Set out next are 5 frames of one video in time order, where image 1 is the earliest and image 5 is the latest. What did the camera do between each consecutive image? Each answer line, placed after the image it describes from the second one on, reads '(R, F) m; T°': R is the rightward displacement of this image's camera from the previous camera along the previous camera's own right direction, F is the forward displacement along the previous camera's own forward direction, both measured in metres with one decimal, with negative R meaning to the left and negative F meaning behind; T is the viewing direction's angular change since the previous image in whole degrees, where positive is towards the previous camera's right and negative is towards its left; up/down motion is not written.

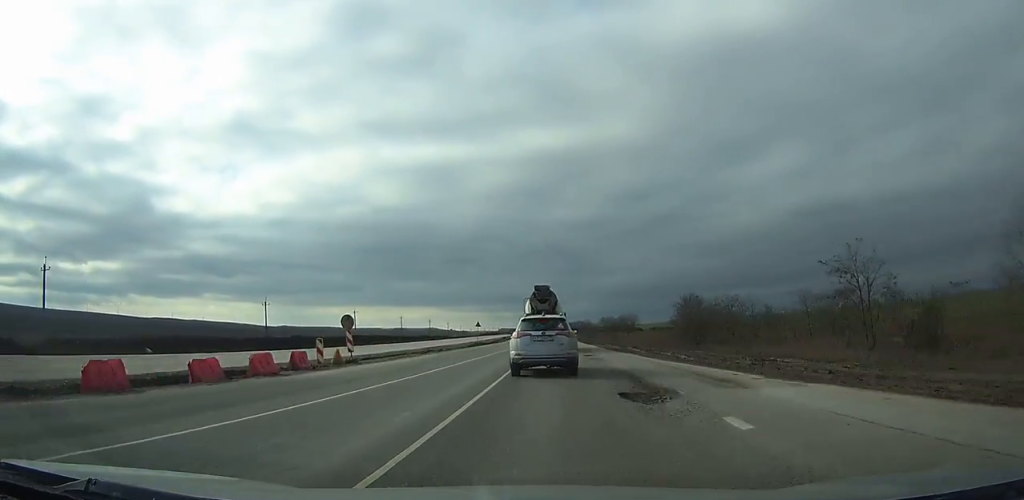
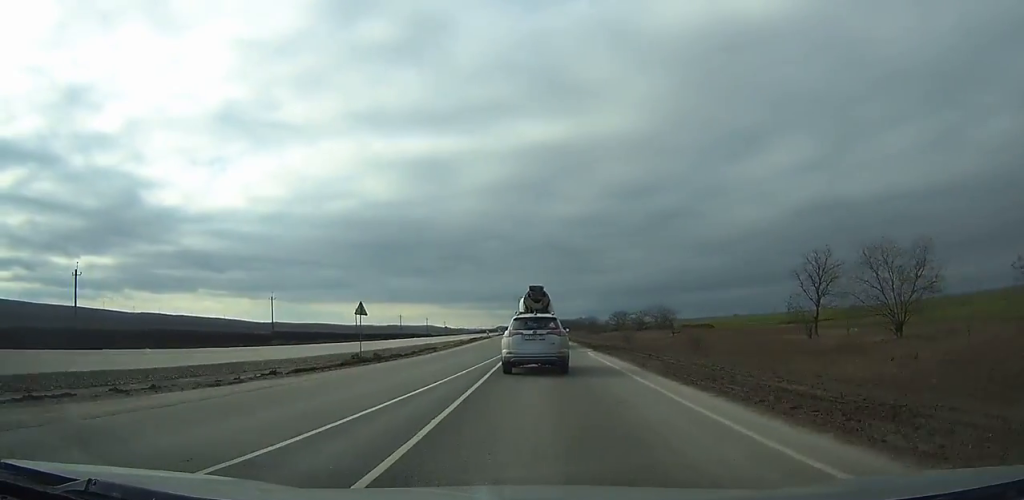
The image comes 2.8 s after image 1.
(0.0, +46.9) m; -1°
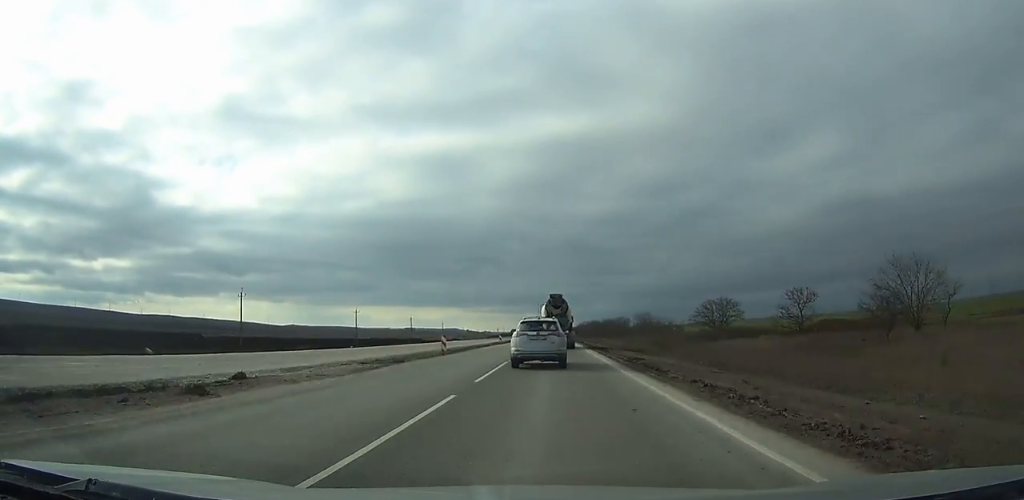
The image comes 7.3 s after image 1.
(-1.2, +75.9) m; -1°
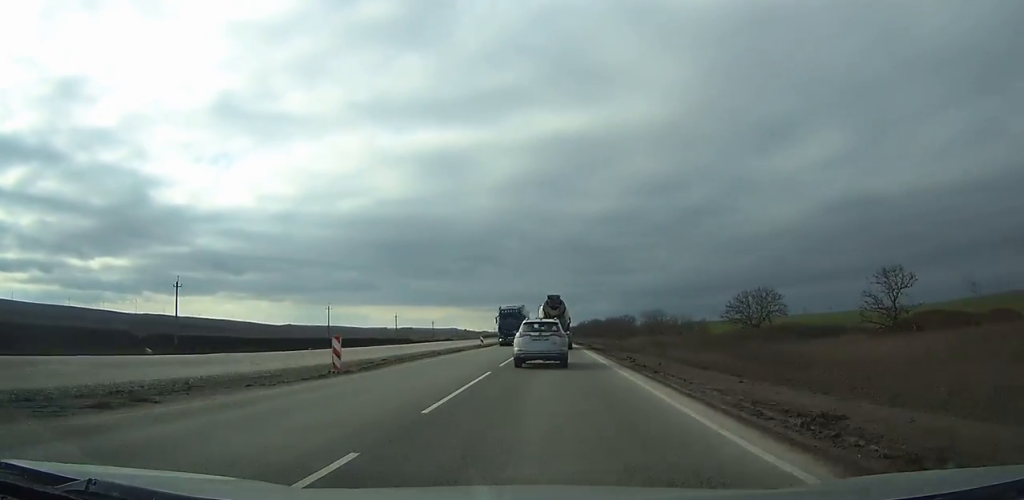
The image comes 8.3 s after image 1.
(0.0, +17.2) m; 0°
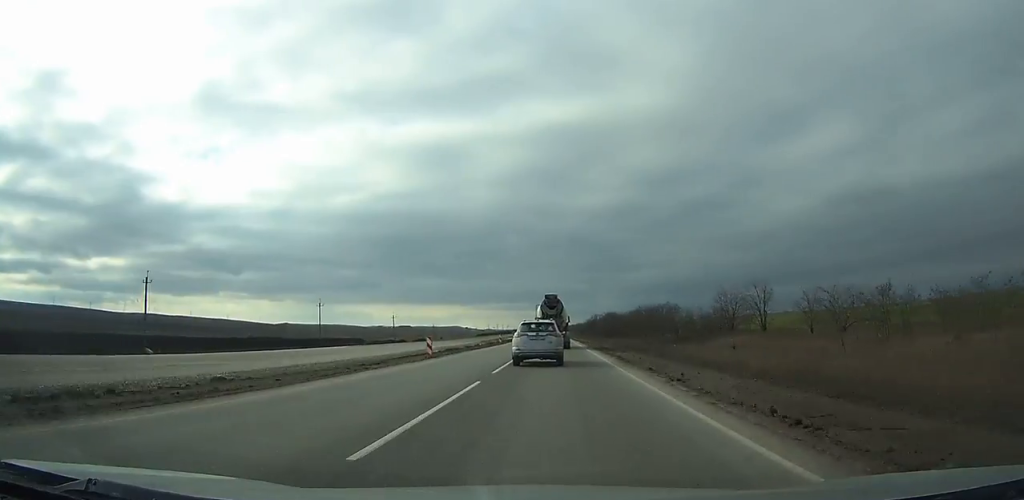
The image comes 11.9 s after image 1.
(-0.4, +63.3) m; -1°
